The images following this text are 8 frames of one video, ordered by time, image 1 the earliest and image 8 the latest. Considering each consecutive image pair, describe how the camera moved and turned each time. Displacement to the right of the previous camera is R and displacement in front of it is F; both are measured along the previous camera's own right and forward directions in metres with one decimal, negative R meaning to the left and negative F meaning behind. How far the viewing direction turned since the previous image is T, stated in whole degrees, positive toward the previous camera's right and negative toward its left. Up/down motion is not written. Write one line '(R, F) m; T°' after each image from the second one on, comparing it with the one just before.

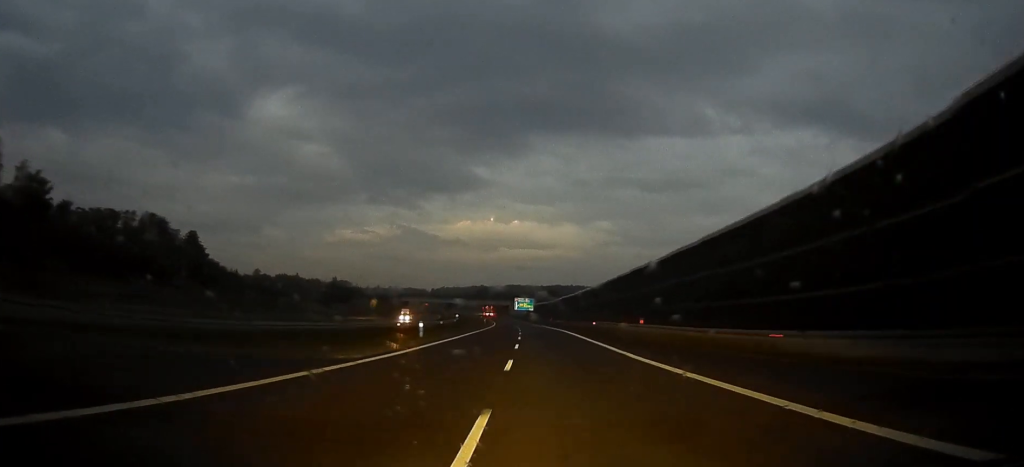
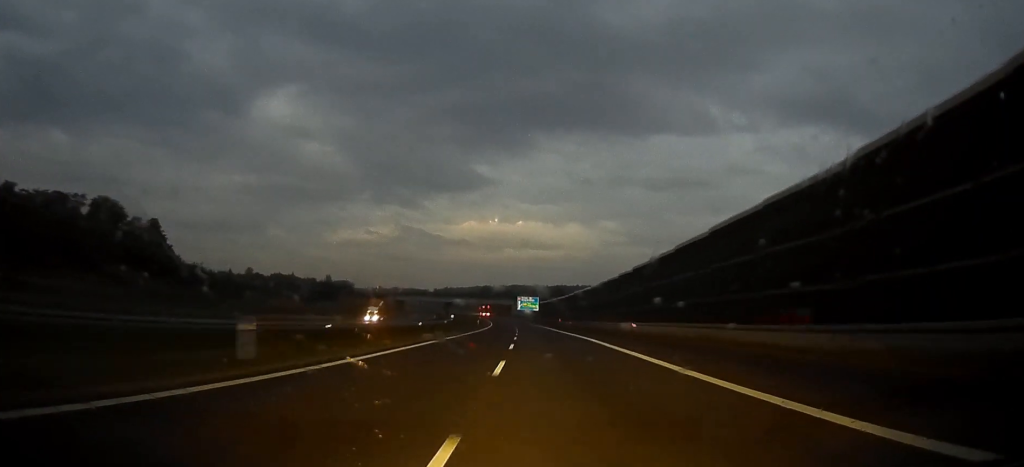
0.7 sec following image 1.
(-0.1, +26.4) m; 0°
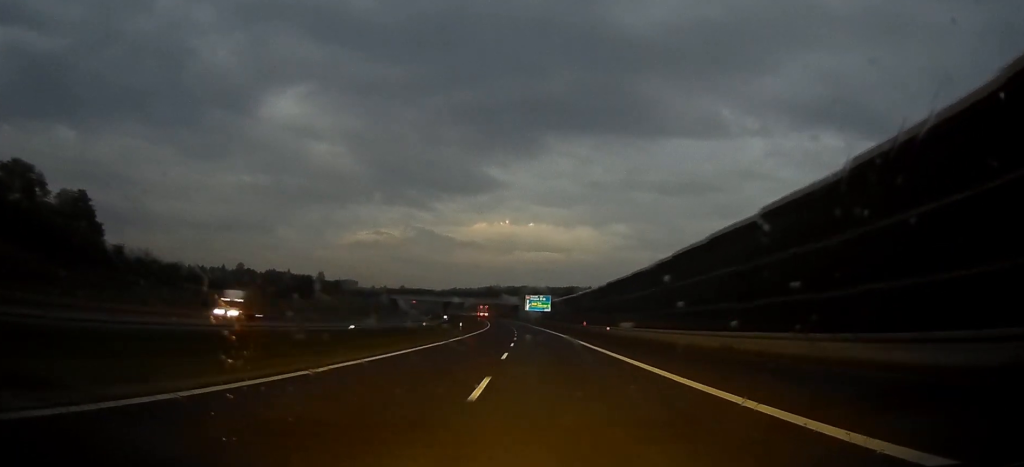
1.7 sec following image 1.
(-0.2, +39.5) m; -1°
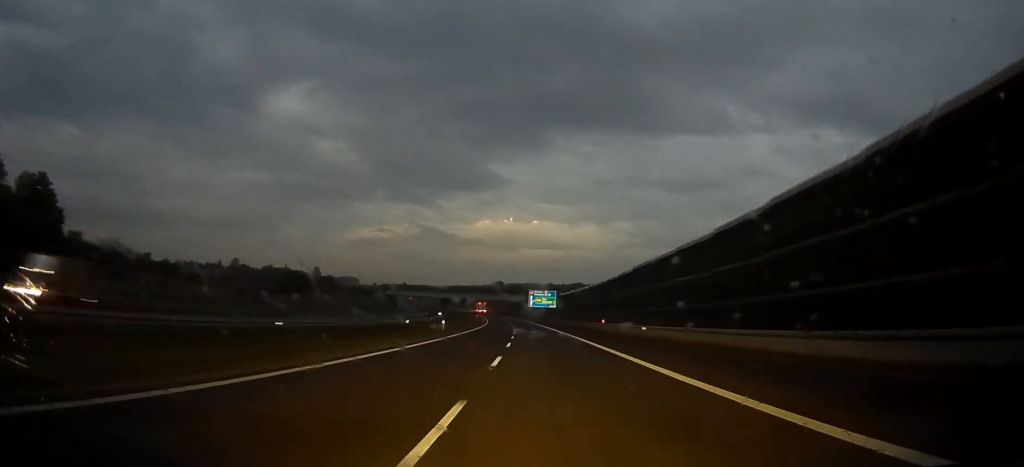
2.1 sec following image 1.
(-0.1, +17.1) m; 0°
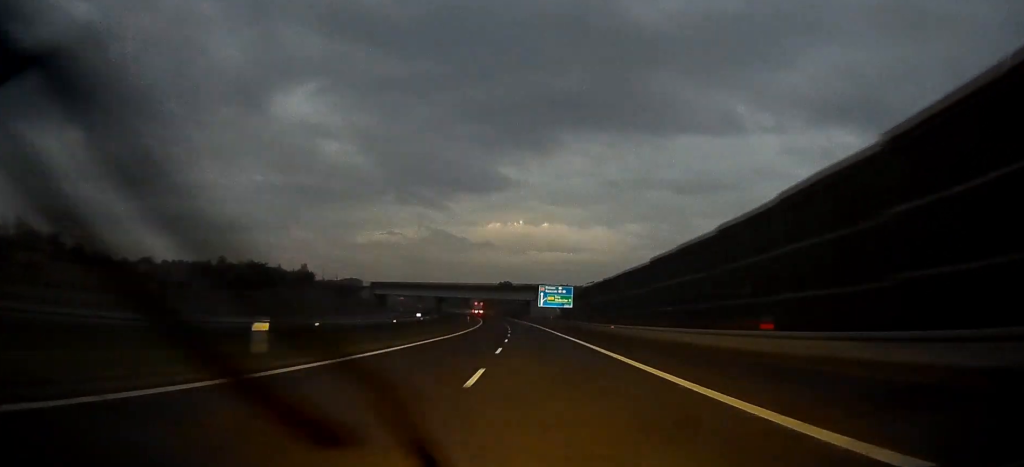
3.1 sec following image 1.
(-0.3, +40.9) m; -1°
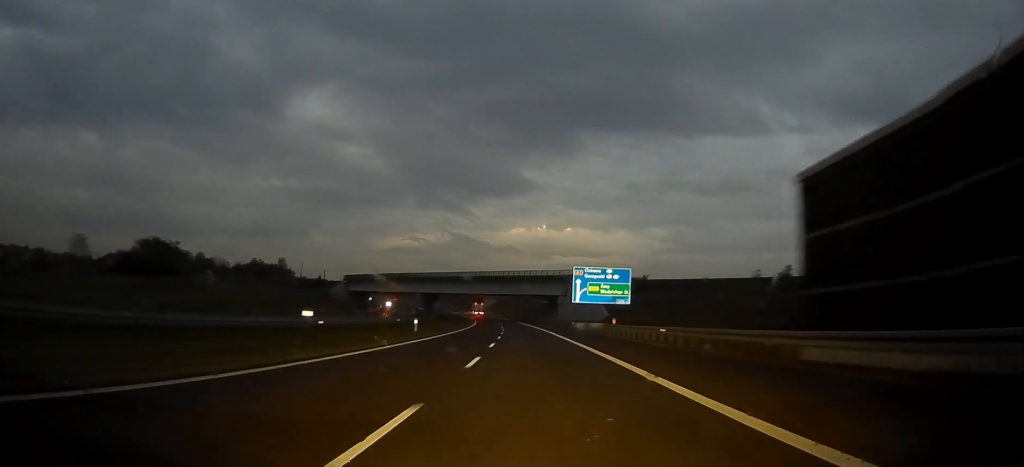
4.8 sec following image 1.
(-1.1, +66.0) m; -2°
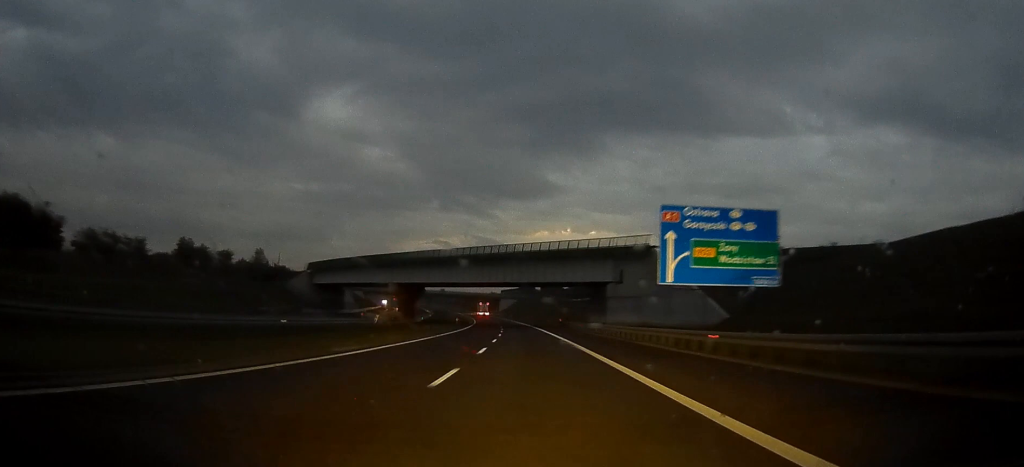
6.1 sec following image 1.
(-0.9, +52.7) m; -2°
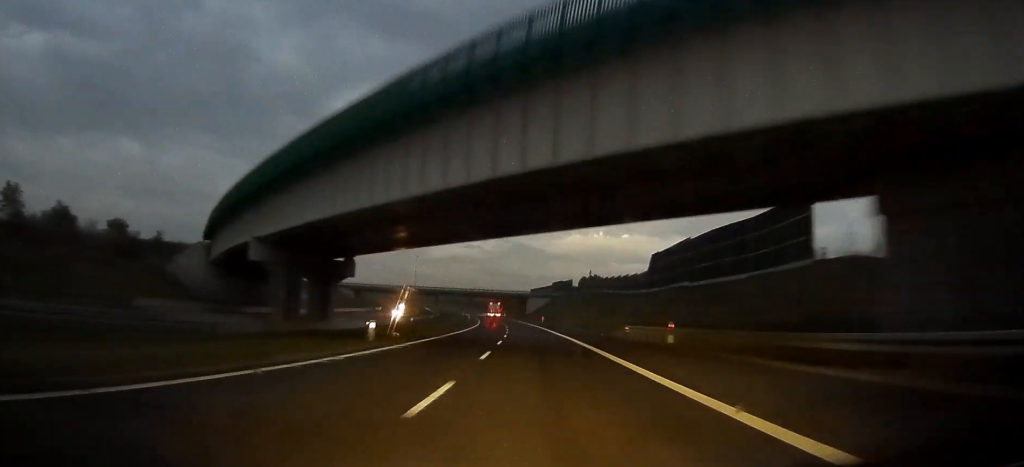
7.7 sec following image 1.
(-1.2, +63.2) m; -2°
